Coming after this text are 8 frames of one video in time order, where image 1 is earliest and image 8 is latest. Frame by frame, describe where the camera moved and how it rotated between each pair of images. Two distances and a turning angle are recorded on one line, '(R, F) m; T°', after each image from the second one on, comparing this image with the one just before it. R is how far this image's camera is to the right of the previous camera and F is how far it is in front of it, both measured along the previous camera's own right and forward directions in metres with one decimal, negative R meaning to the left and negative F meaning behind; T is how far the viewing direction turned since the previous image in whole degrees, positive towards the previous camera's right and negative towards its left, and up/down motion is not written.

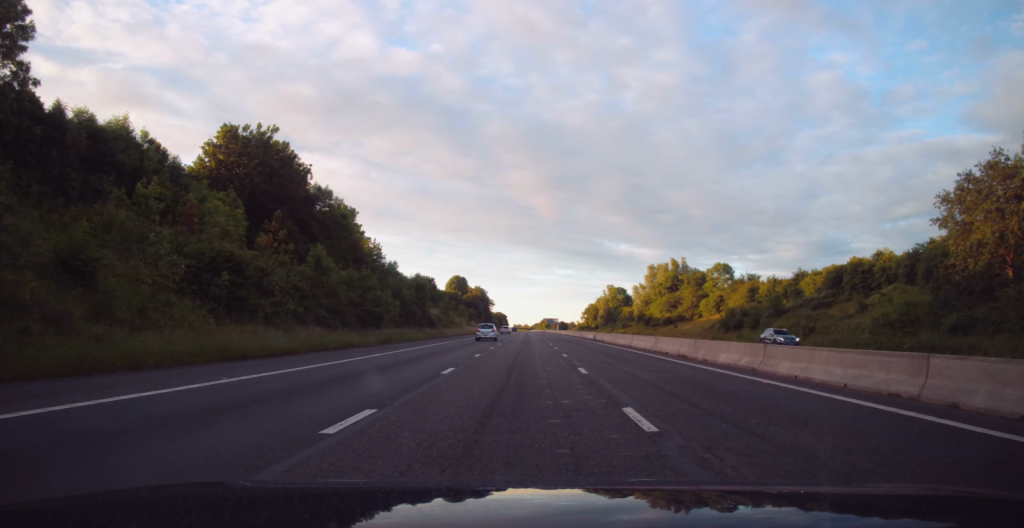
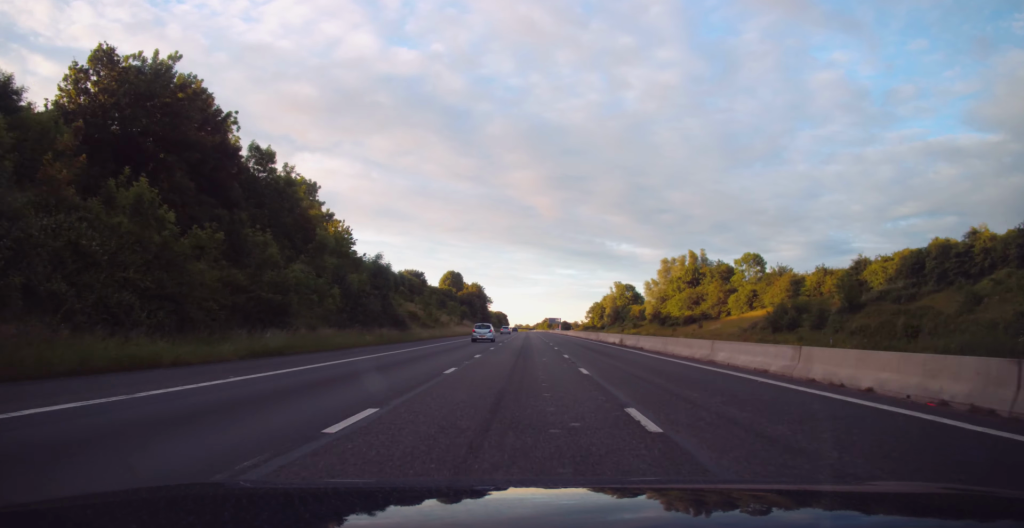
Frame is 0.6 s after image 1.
(0.0, +18.4) m; 0°
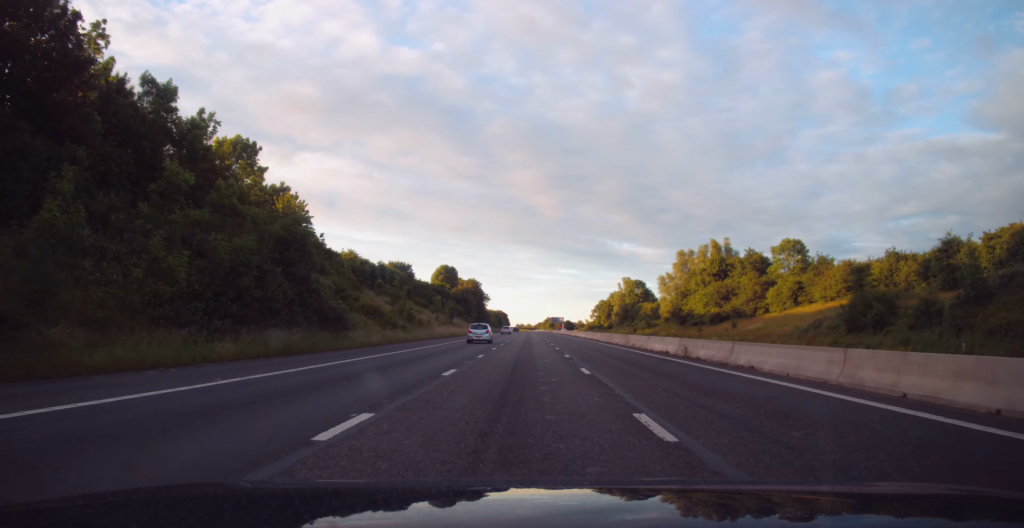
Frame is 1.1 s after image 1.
(0.0, +18.4) m; 0°
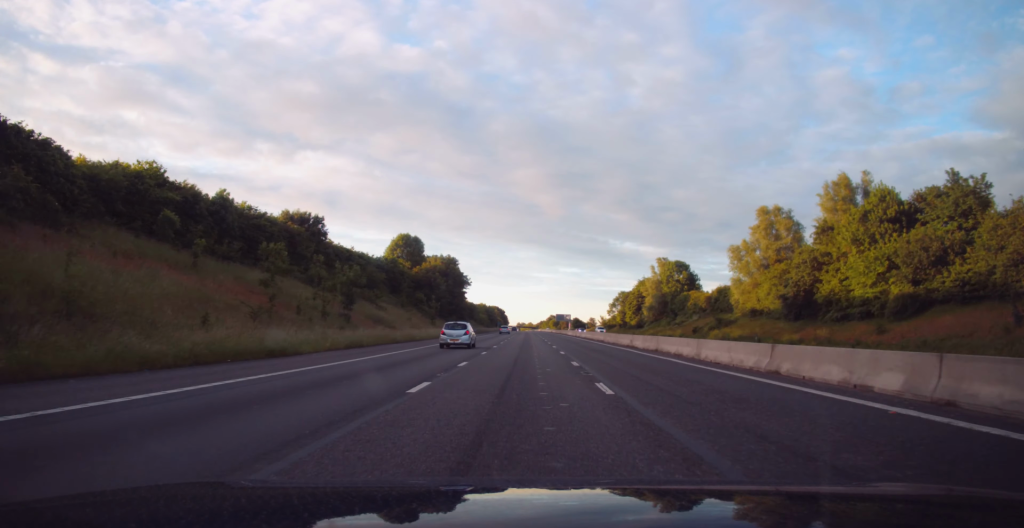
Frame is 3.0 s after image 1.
(-0.4, +59.6) m; -1°
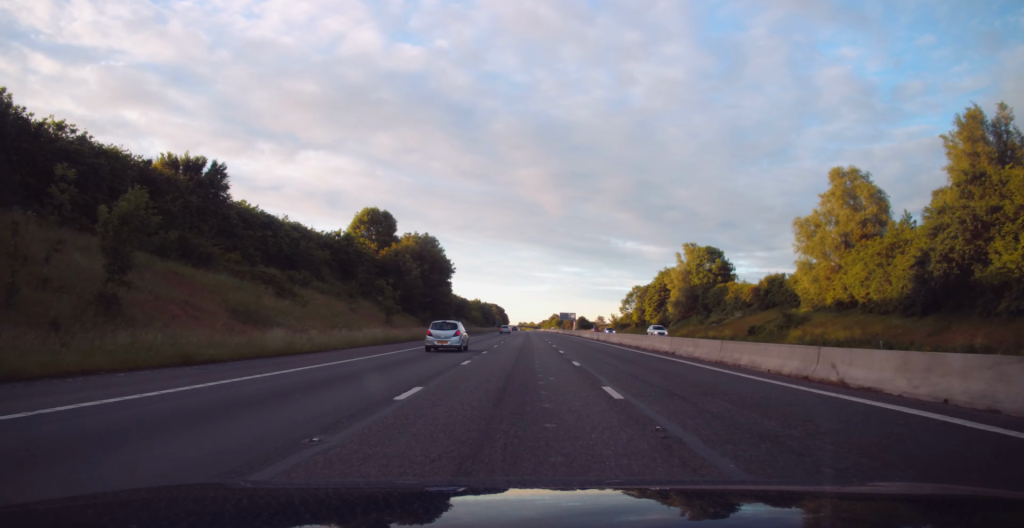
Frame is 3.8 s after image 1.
(0.0, +27.1) m; +1°
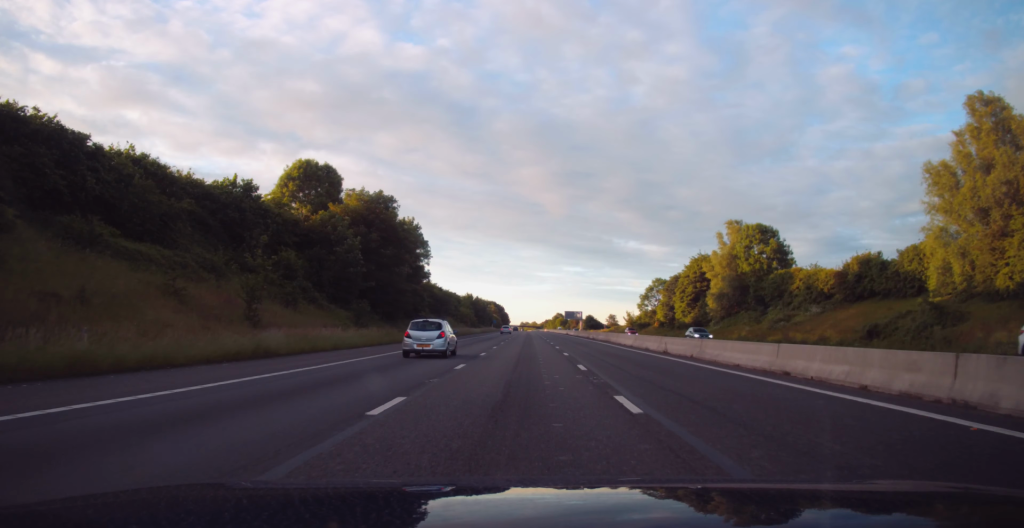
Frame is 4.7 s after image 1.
(+0.3, +29.3) m; 0°
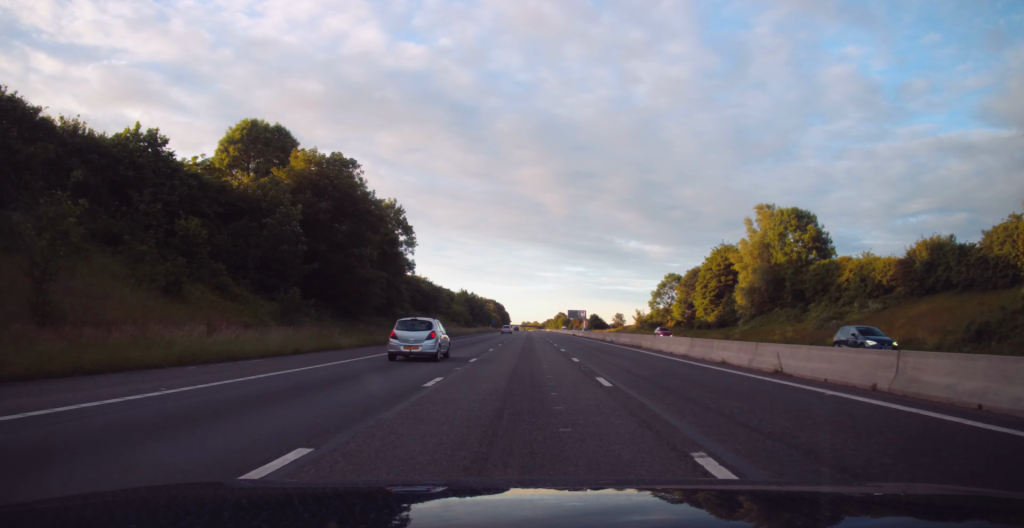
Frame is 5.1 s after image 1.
(-0.1, +14.1) m; 0°
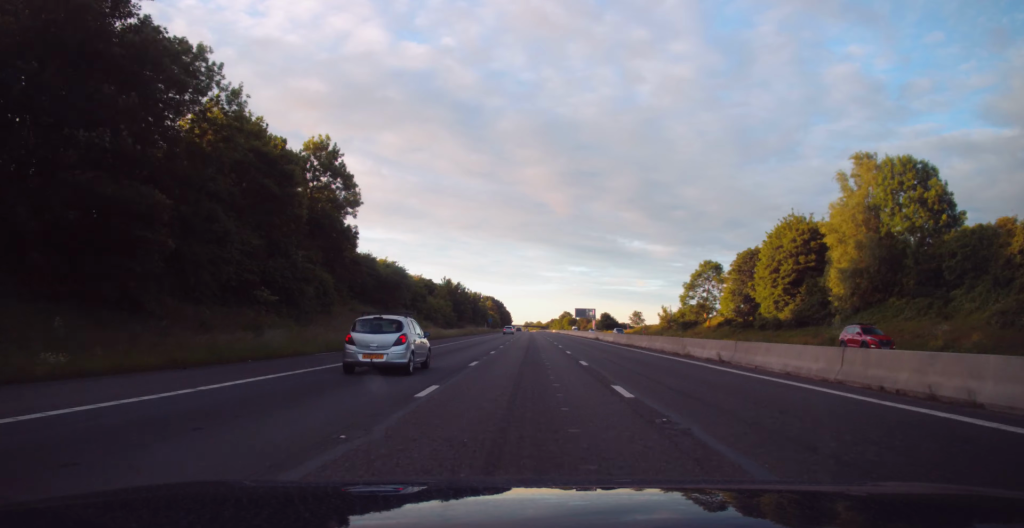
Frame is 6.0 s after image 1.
(-0.2, +29.2) m; -1°
